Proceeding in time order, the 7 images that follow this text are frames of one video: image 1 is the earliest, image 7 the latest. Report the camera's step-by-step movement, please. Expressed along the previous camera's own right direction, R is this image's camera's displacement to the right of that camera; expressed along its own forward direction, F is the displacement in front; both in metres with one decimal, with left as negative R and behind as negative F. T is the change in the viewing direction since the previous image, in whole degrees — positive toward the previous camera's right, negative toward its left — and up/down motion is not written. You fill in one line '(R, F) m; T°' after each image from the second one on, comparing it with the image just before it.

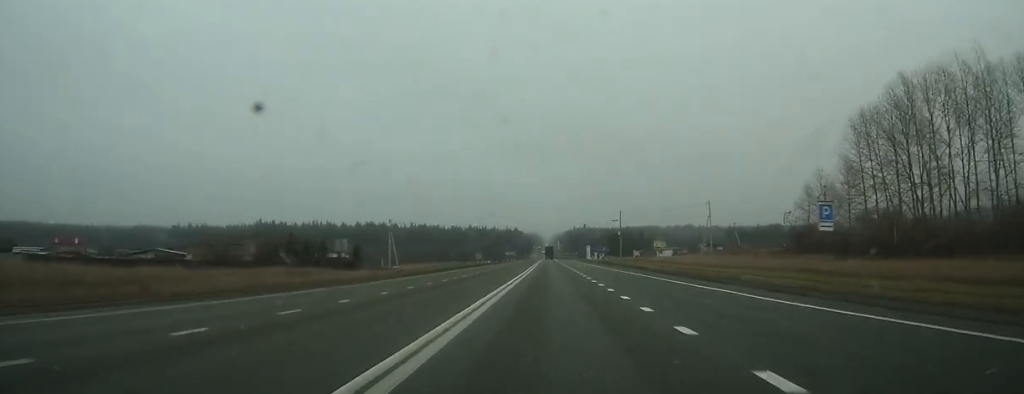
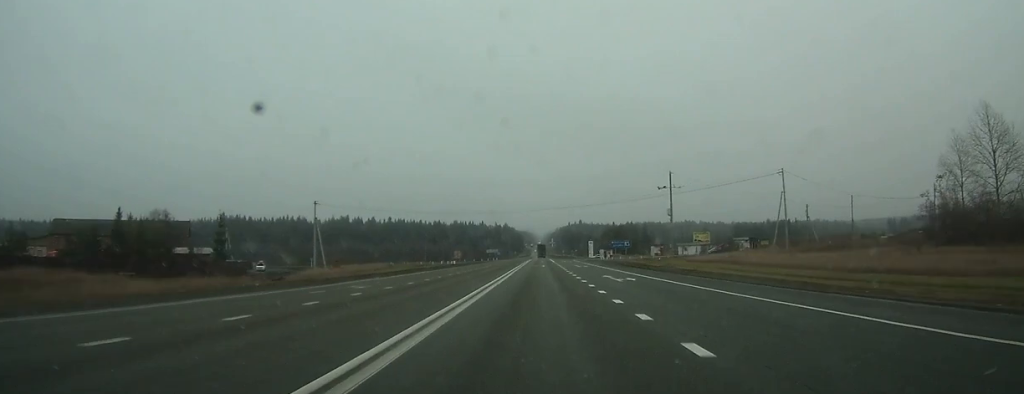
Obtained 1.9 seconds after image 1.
(-0.2, +51.3) m; 0°
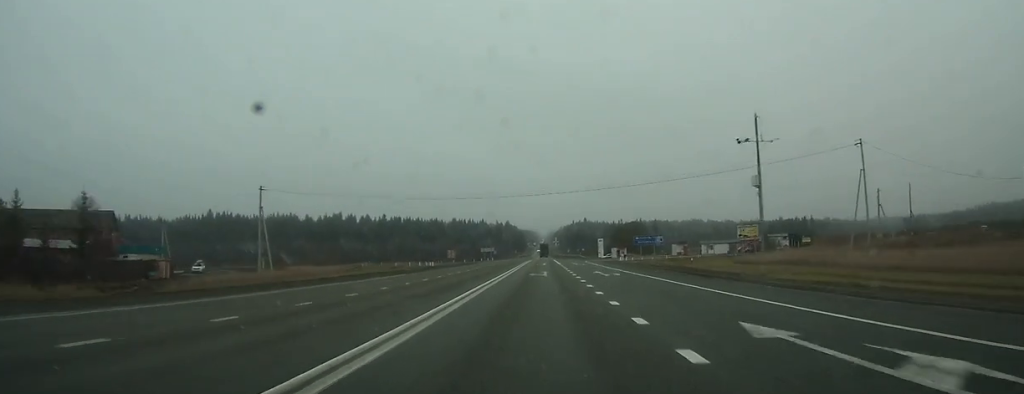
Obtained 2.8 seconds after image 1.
(+0.1, +25.1) m; 0°
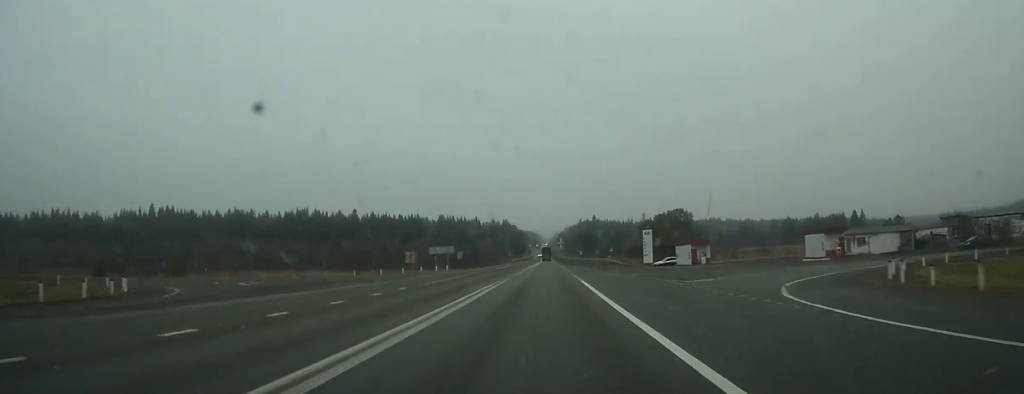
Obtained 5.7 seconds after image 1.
(0.0, +75.8) m; 0°
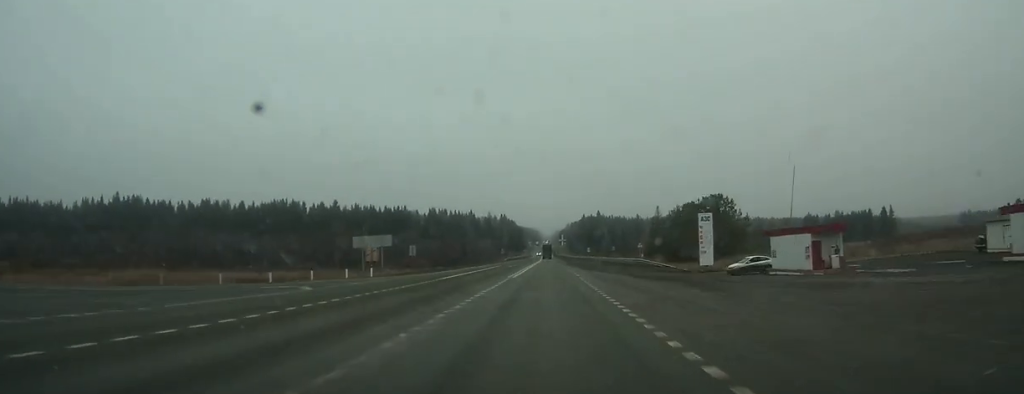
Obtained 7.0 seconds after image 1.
(0.0, +35.0) m; 0°
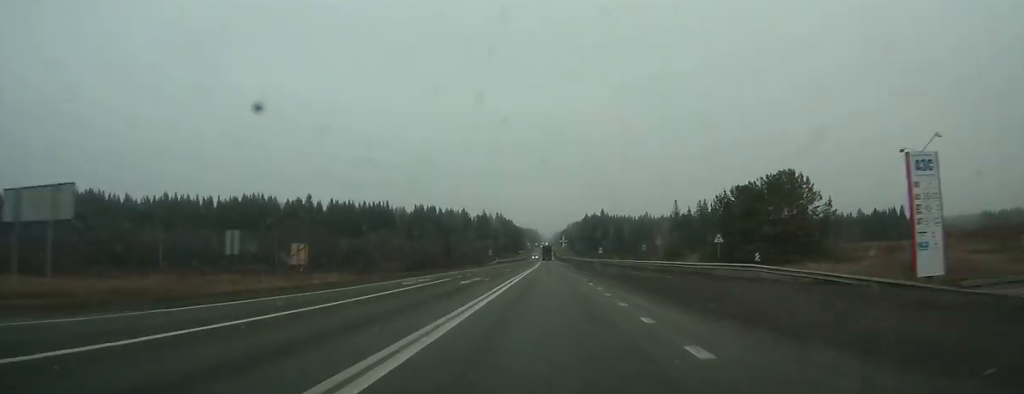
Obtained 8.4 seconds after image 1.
(+0.1, +36.9) m; 0°
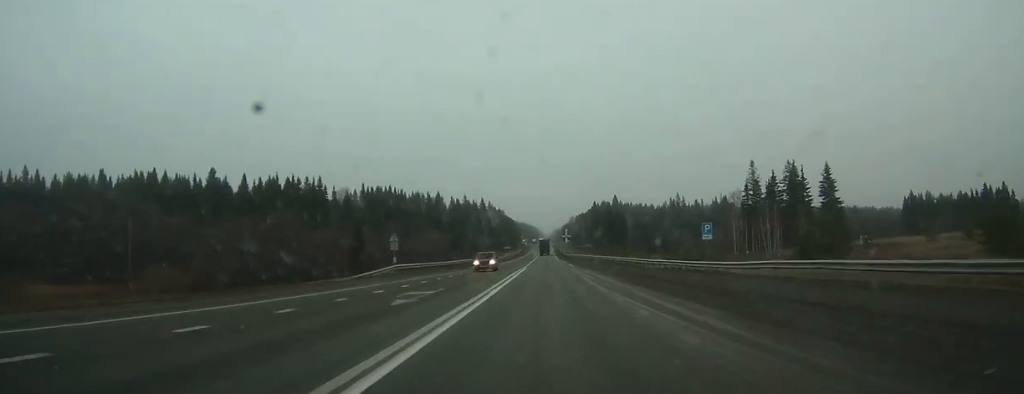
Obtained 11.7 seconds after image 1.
(0.0, +86.7) m; 0°
